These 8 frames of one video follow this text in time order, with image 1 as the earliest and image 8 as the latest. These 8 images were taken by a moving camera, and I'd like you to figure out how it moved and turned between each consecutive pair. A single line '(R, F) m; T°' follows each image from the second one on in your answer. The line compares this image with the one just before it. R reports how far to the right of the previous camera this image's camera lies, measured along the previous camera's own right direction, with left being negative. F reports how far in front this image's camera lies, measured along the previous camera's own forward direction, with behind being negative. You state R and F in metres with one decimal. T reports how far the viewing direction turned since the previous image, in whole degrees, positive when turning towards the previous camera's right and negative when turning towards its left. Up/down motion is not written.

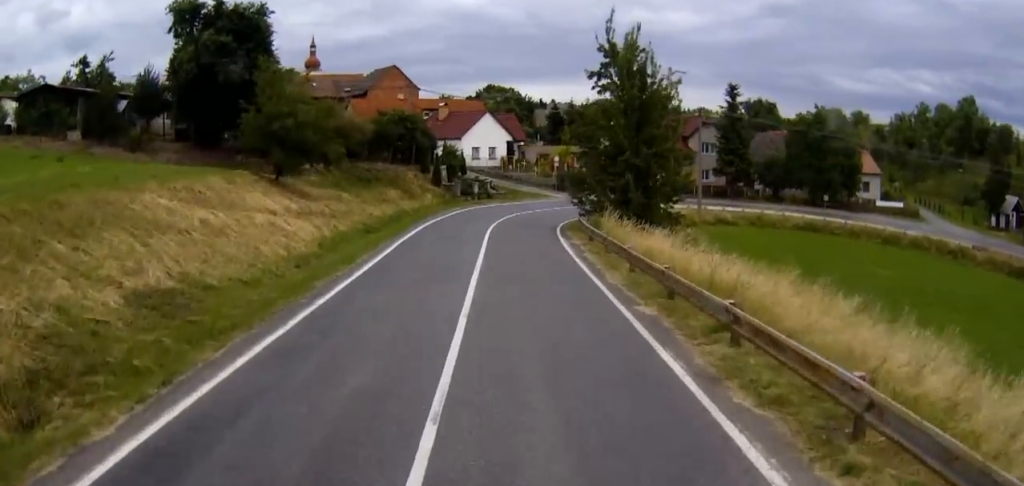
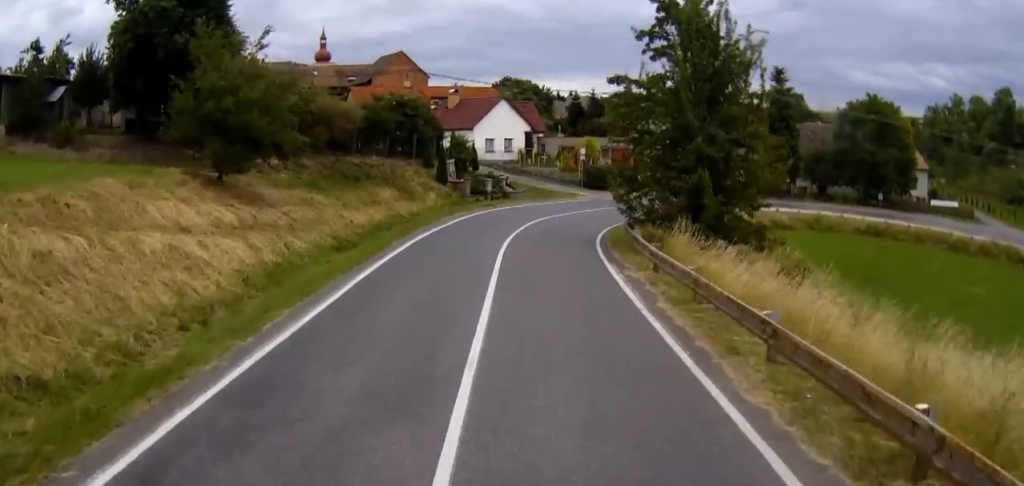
(-0.9, +6.6) m; -10°
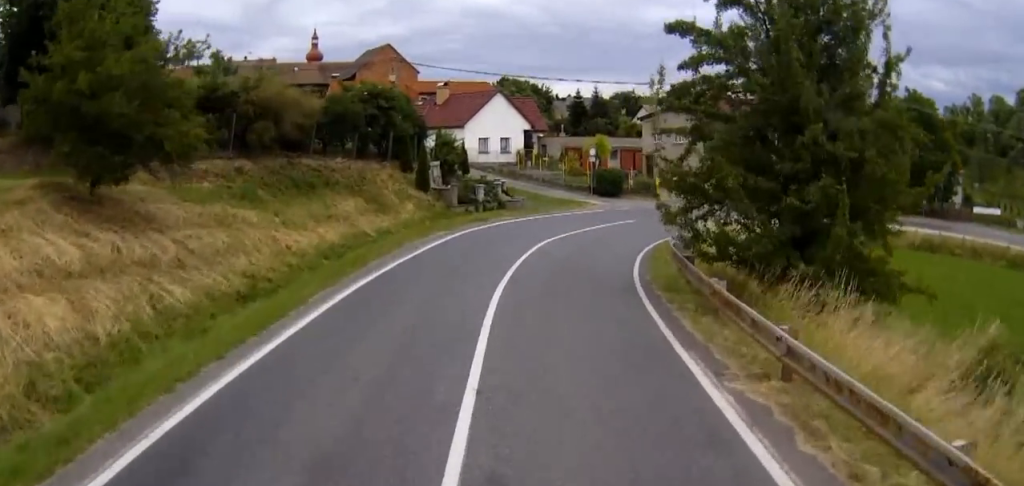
(-0.3, +6.7) m; -4°
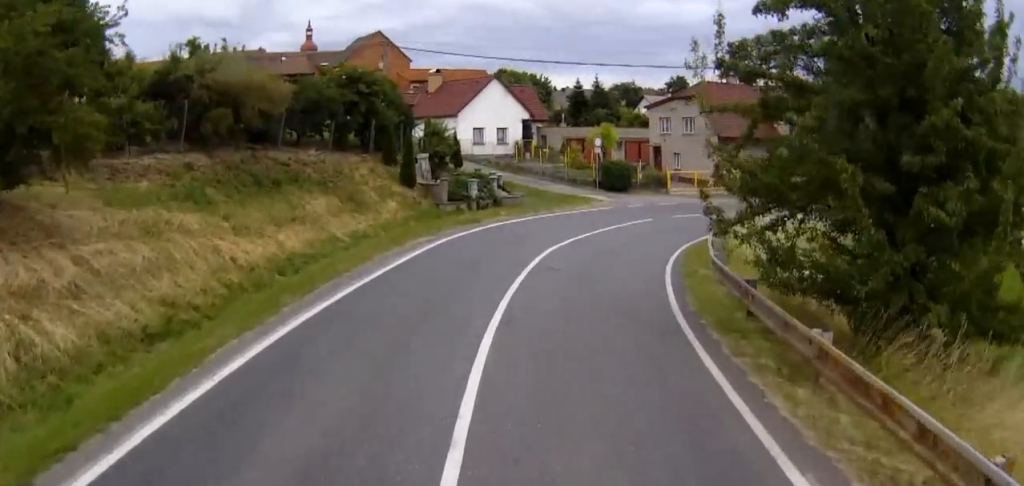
(-0.1, +3.8) m; -1°
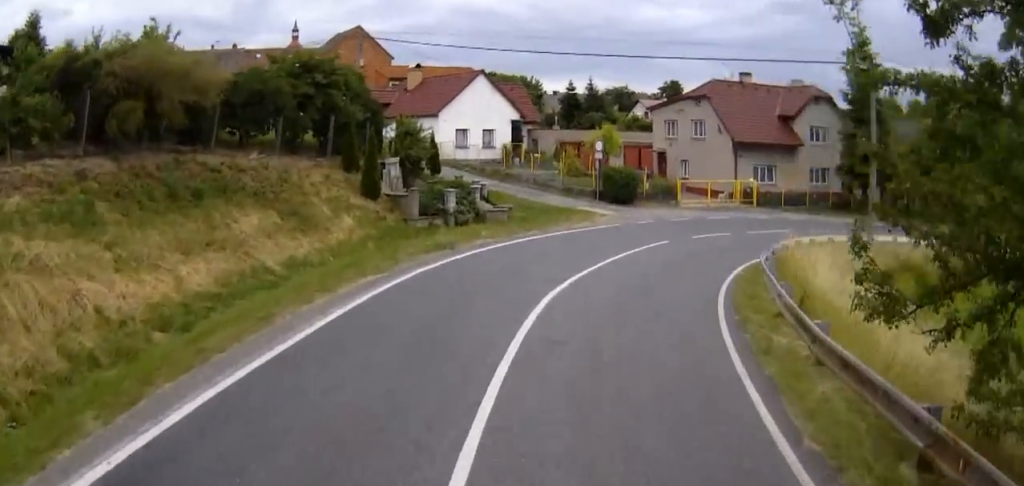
(-0.1, +5.5) m; 0°
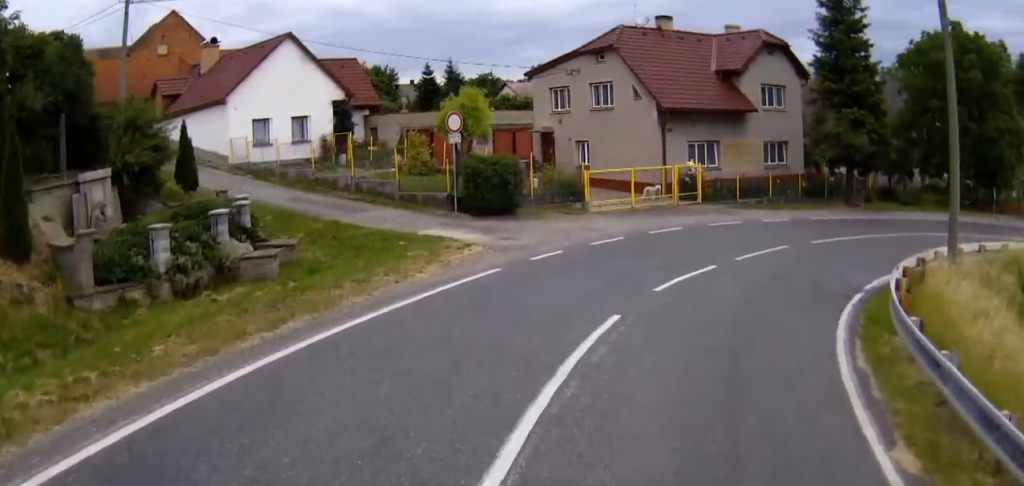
(+0.7, +15.4) m; +9°
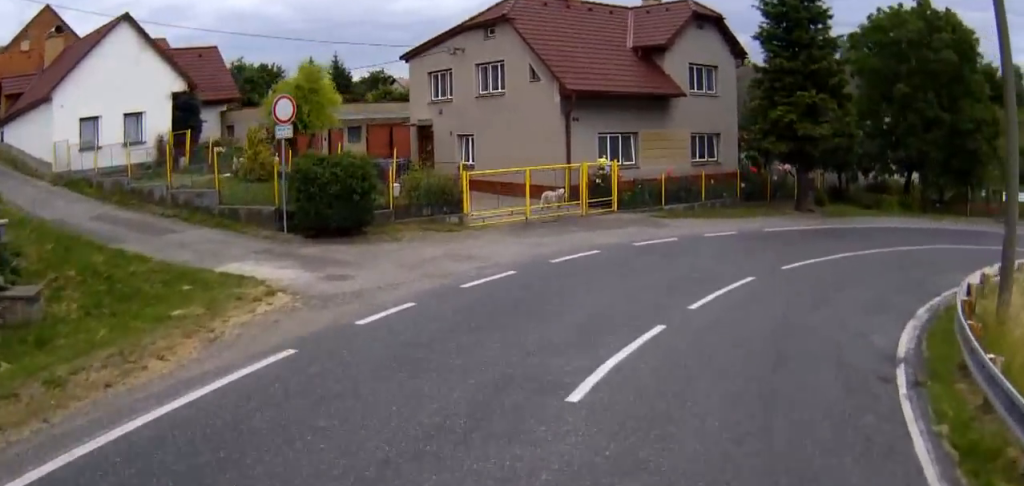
(+0.4, +7.4) m; +9°
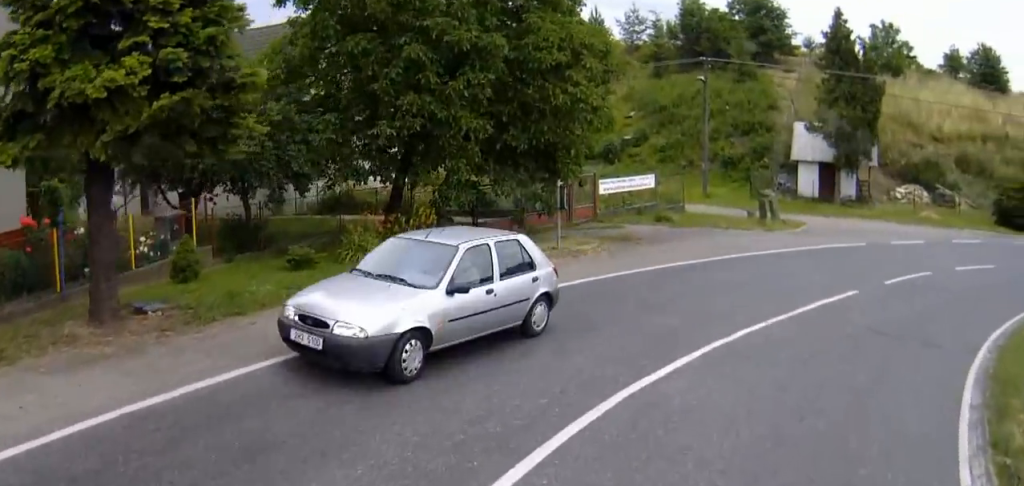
(+6.6, +19.9) m; +41°
